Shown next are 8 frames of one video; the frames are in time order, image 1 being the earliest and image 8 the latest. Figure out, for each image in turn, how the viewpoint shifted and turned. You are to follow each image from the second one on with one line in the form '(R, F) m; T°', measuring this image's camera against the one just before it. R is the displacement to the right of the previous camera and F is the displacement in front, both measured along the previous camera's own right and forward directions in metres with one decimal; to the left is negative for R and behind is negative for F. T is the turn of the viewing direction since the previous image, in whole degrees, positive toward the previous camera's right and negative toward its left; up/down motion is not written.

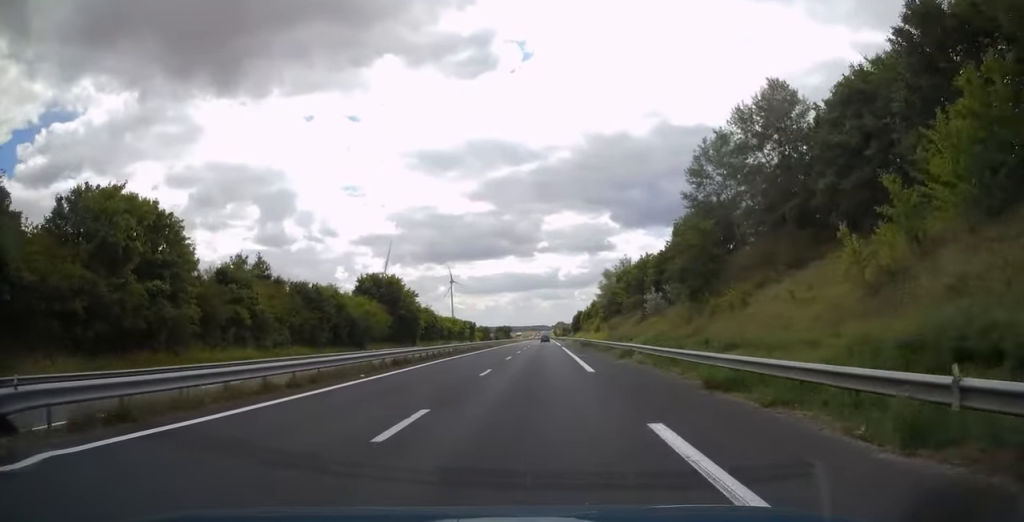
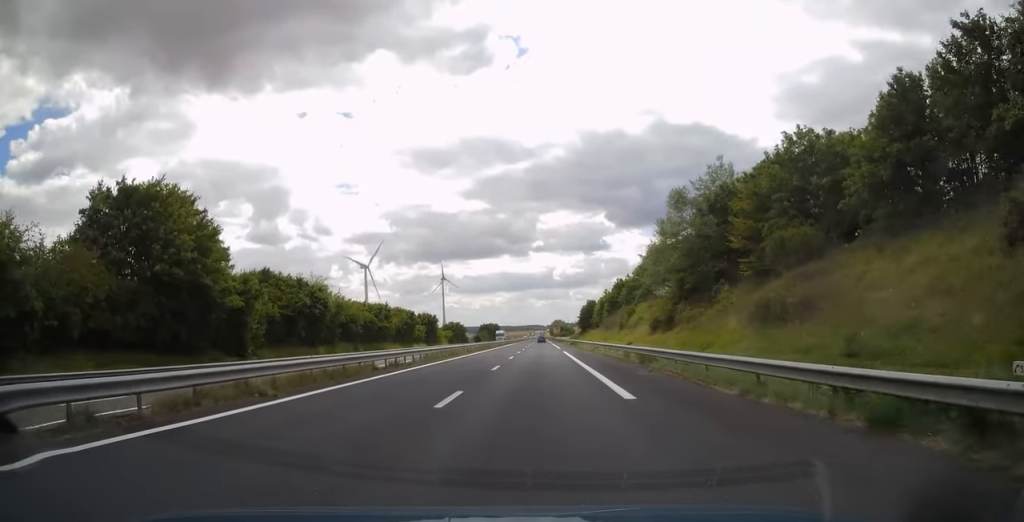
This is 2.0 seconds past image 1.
(+0.1, +59.4) m; +1°
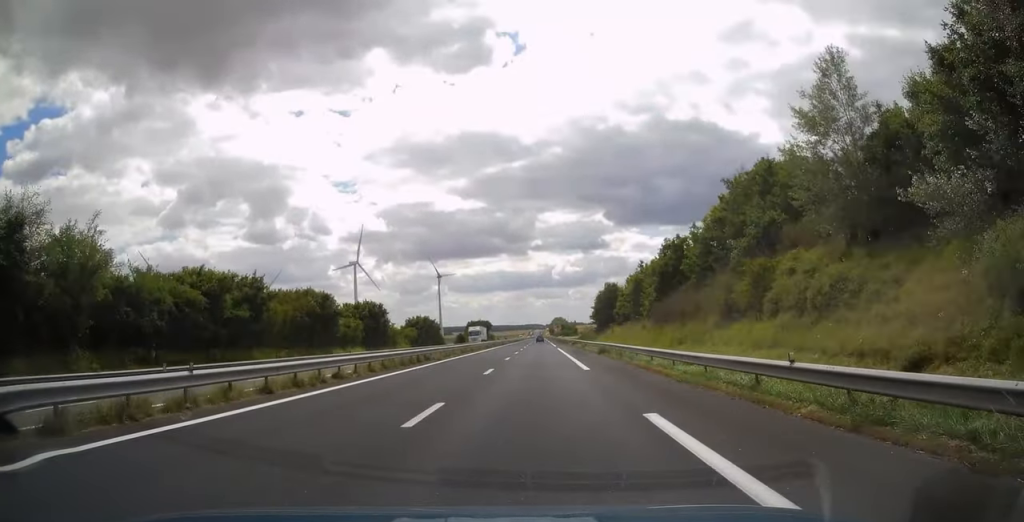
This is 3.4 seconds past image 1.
(+0.1, +40.1) m; 0°
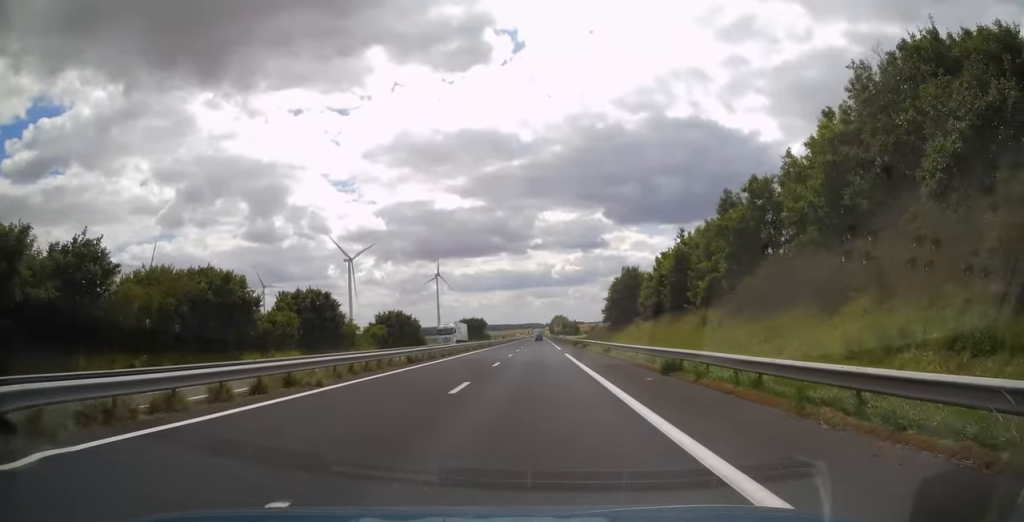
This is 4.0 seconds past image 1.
(0.0, +20.3) m; 0°
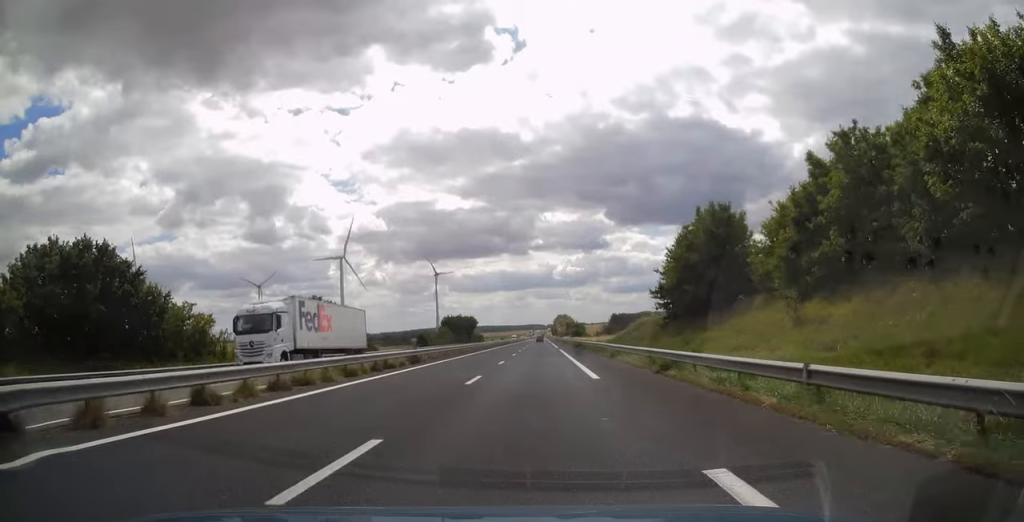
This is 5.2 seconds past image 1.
(-0.4, +34.7) m; 0°
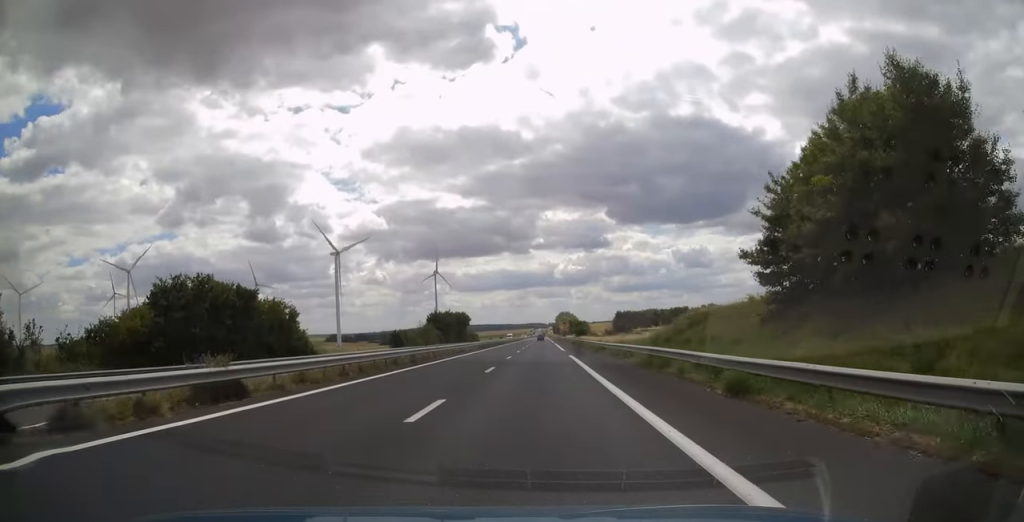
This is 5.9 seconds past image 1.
(+0.2, +20.3) m; 0°
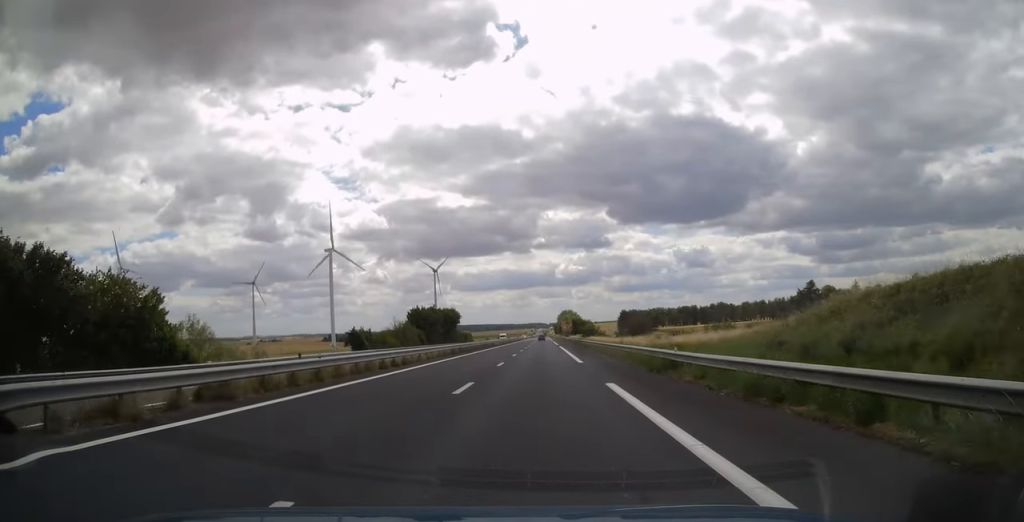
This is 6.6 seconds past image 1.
(+0.1, +20.8) m; 0°
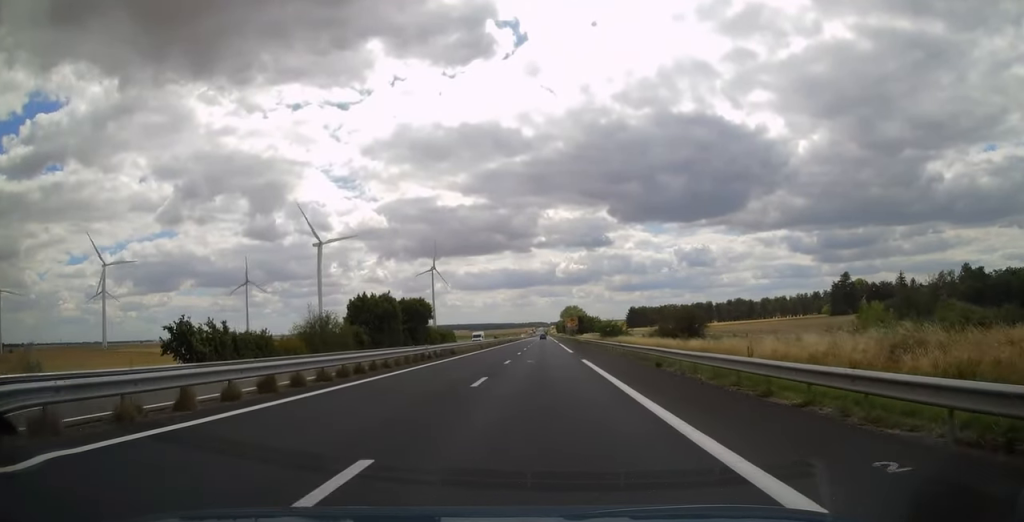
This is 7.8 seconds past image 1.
(0.0, +35.9) m; 0°
